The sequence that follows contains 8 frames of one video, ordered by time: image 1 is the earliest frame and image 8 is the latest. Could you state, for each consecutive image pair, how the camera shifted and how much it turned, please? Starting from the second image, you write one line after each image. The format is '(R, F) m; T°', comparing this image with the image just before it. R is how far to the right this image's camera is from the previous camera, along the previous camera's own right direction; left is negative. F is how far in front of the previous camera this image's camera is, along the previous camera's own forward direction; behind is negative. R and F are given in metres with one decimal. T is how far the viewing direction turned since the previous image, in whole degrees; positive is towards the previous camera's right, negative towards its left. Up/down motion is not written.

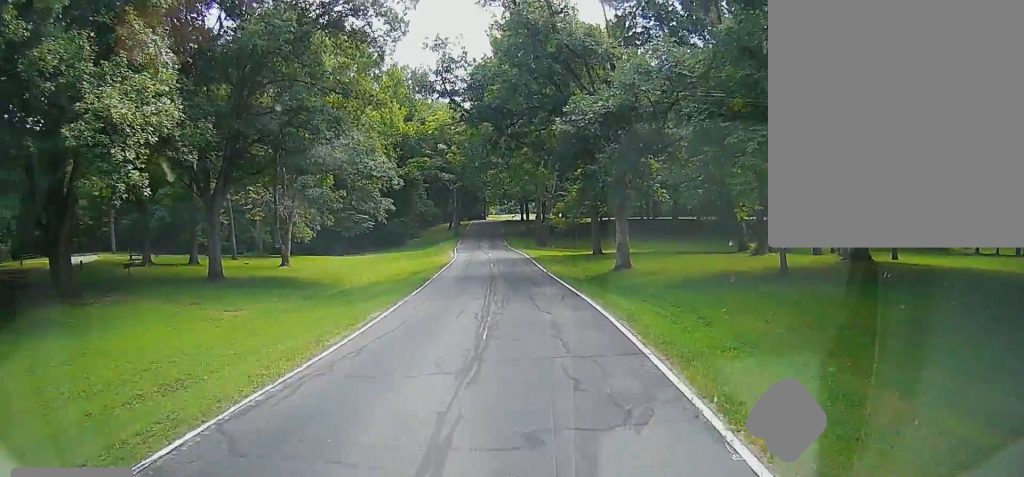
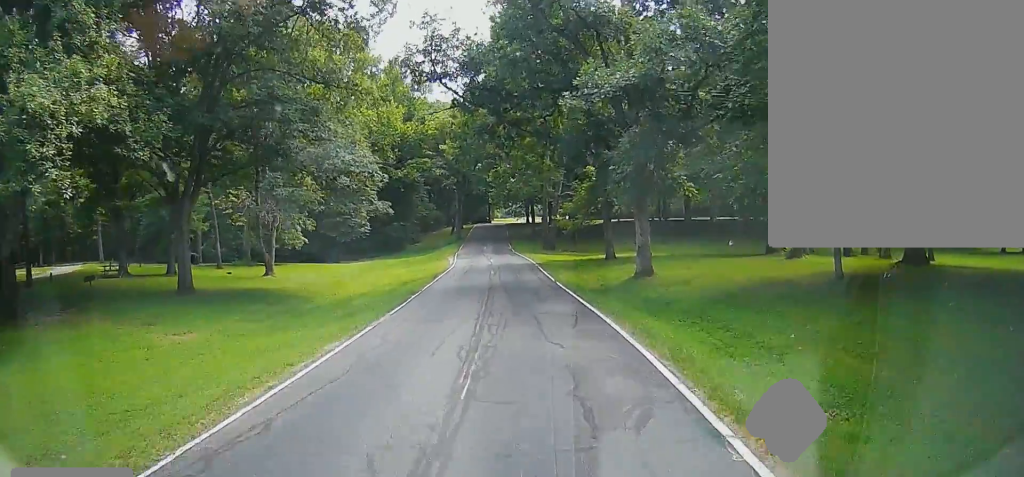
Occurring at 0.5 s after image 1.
(0.0, +4.3) m; 0°
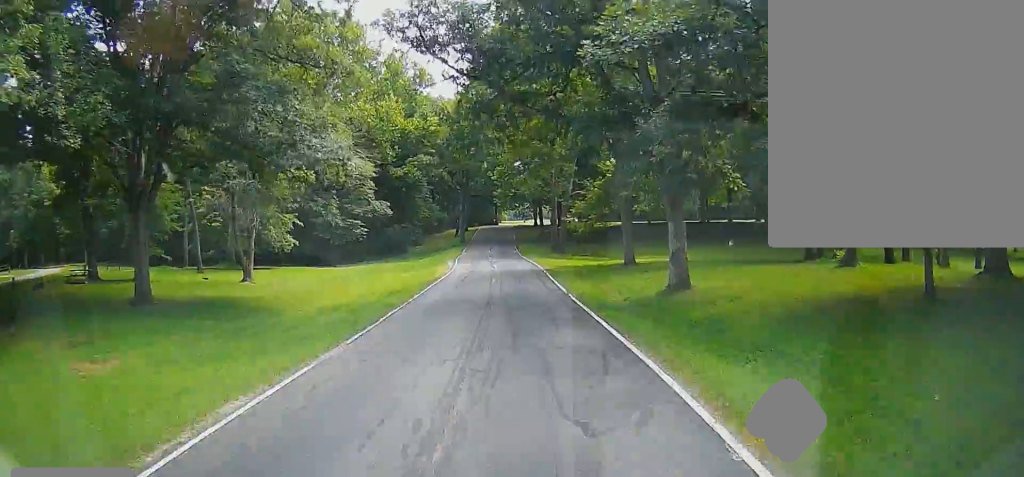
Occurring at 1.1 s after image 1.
(0.0, +4.8) m; 0°
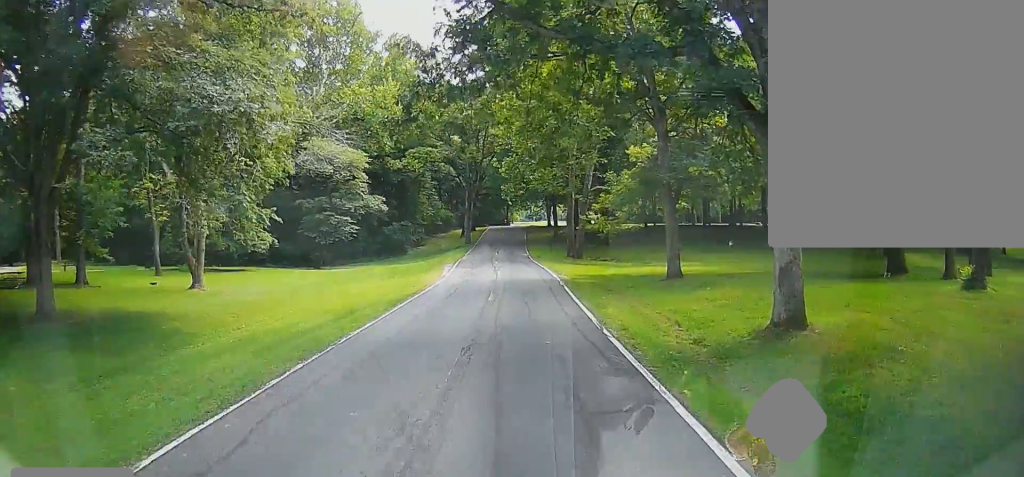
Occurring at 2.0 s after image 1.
(0.0, +8.1) m; -1°
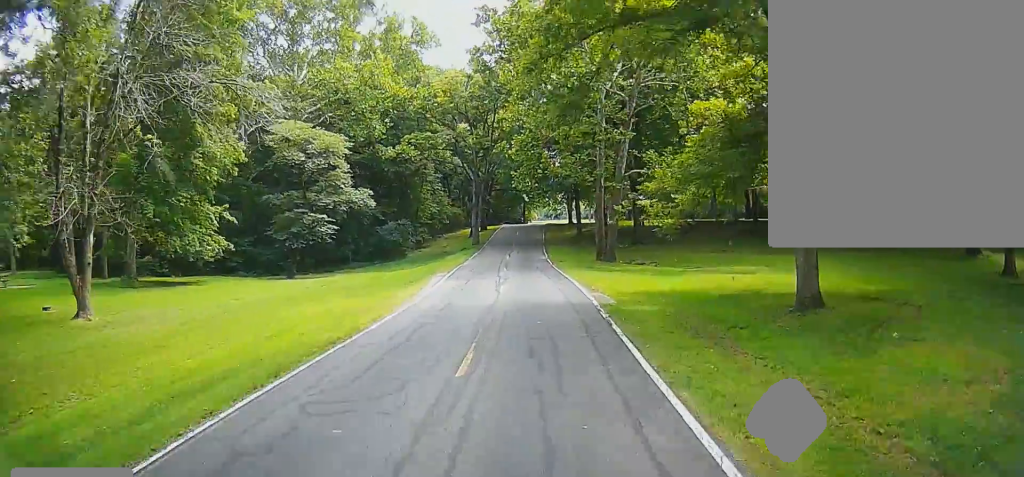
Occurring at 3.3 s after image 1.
(-0.5, +10.0) m; -4°
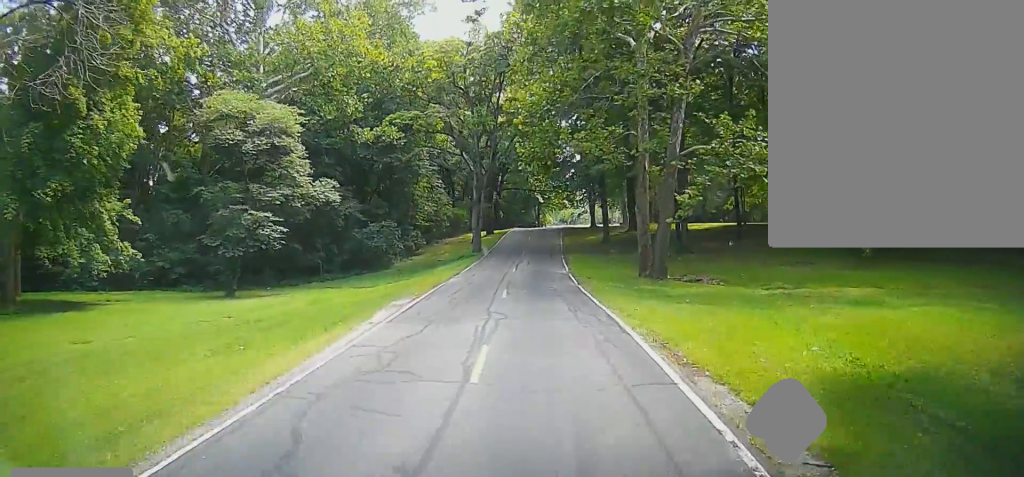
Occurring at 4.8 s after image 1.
(-0.3, +11.6) m; -1°
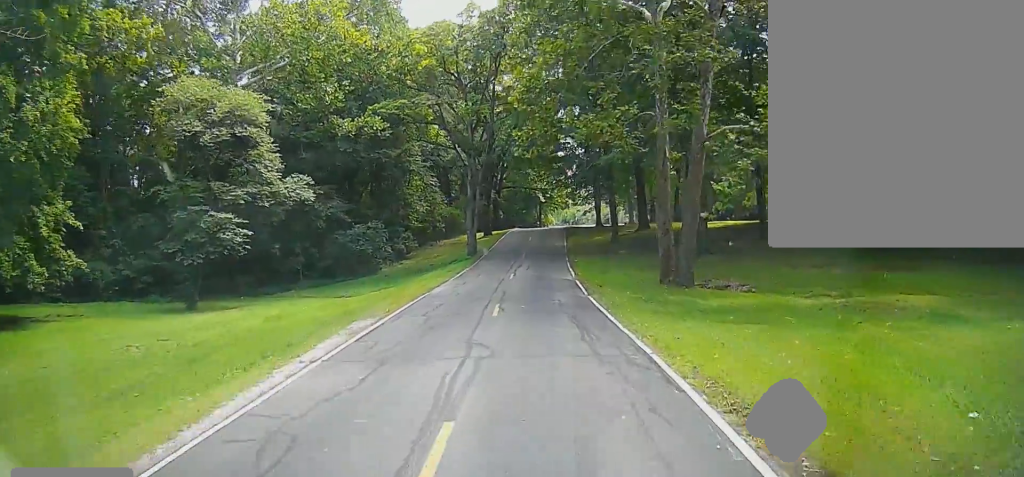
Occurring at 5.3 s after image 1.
(0.0, +4.5) m; 0°
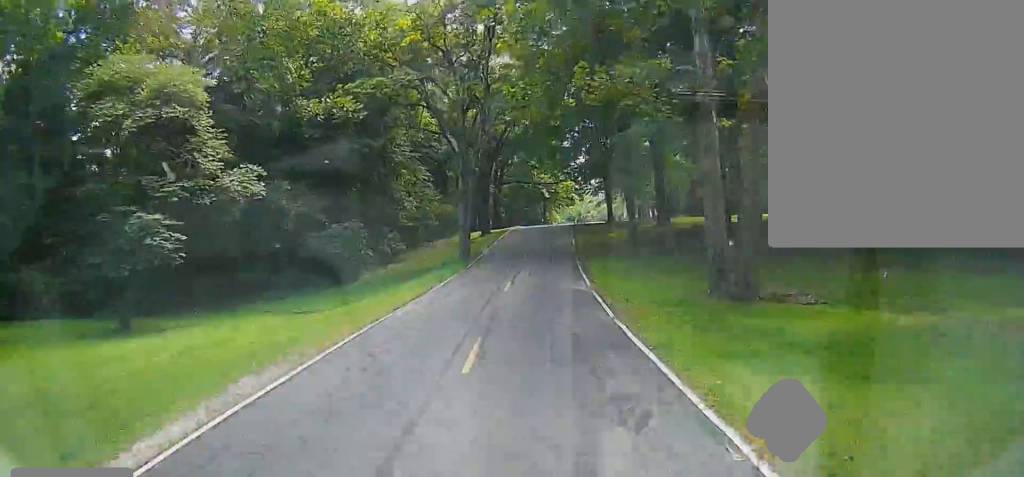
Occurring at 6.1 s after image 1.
(0.0, +6.2) m; 0°
